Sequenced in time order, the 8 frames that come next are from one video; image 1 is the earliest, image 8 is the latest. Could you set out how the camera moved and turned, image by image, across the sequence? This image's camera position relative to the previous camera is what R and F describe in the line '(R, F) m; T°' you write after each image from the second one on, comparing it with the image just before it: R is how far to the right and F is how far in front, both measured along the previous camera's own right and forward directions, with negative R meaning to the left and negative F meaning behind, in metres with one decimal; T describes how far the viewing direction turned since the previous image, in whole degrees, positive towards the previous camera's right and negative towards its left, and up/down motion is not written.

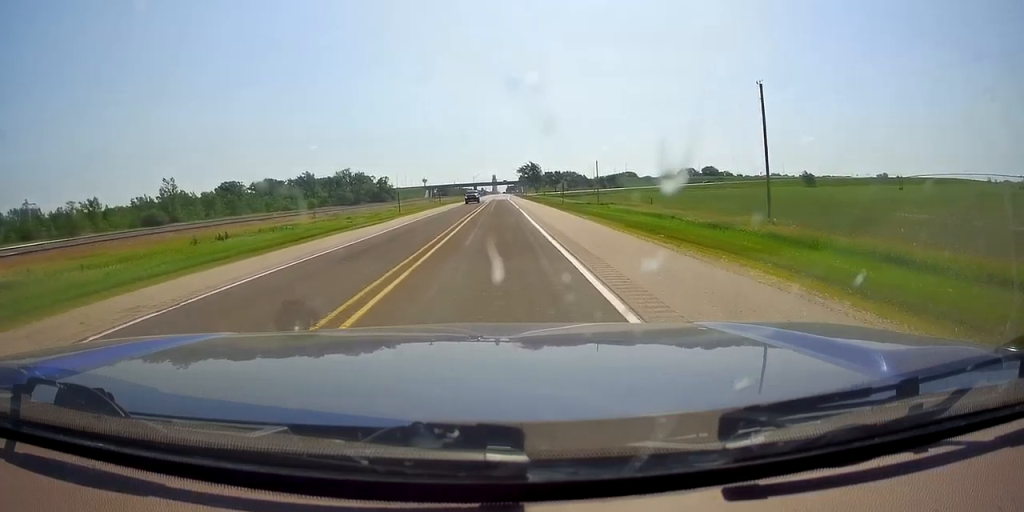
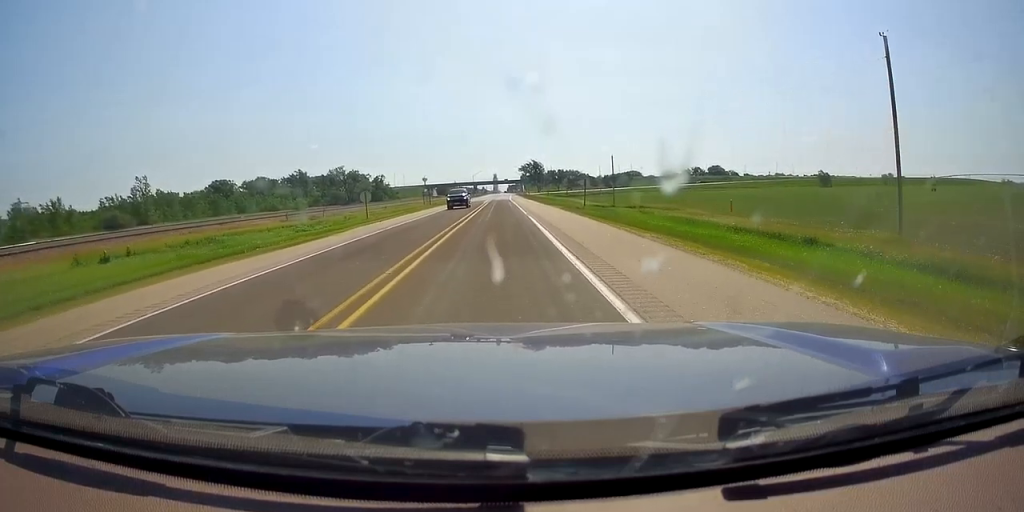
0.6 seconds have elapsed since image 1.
(+0.3, +15.4) m; 0°
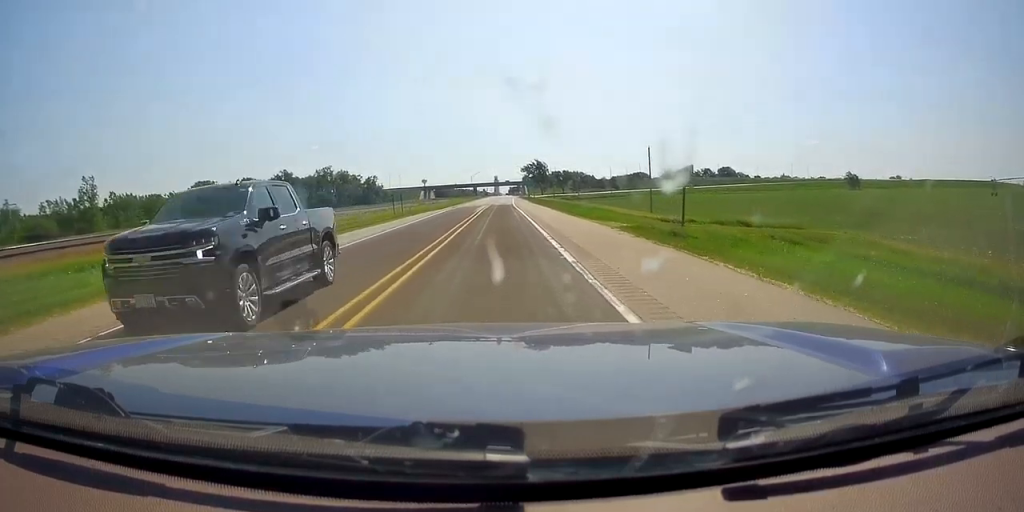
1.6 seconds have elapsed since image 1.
(-0.1, +24.6) m; 0°
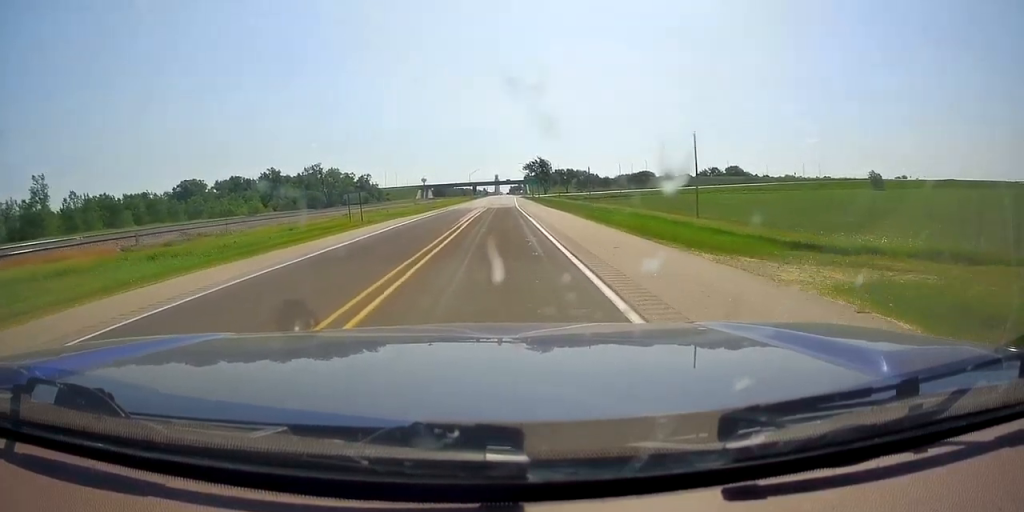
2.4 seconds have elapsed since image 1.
(0.0, +18.2) m; 0°
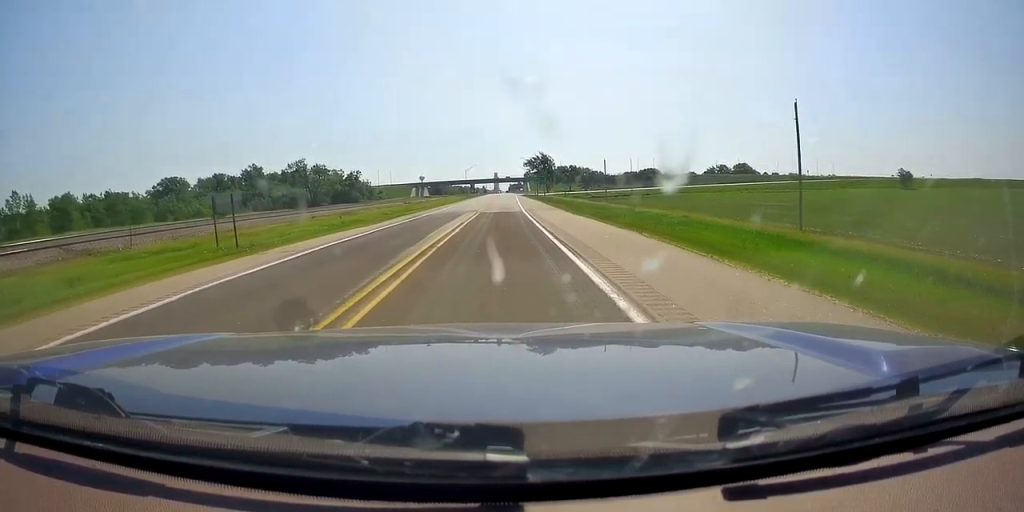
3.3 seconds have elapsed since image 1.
(+0.3, +21.5) m; 0°
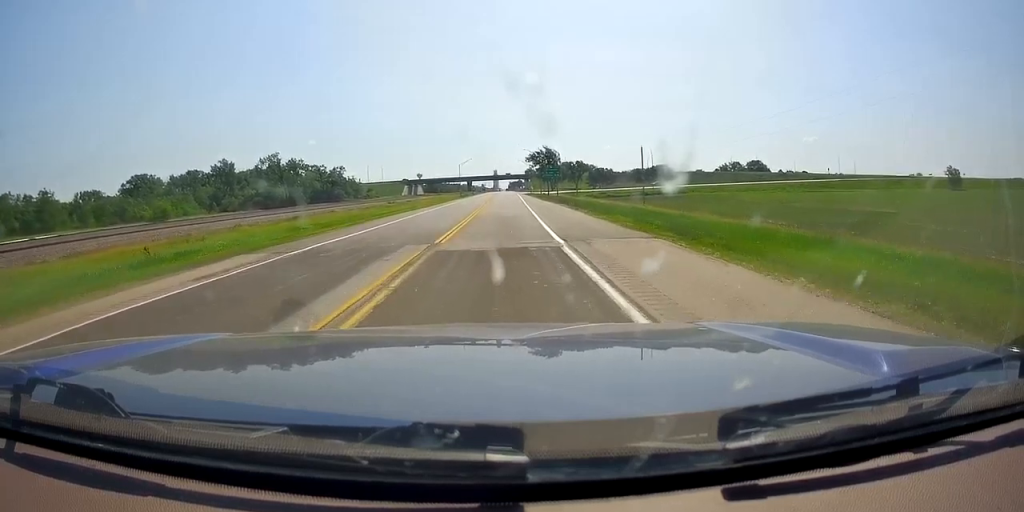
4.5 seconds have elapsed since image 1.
(-0.5, +30.3) m; -1°
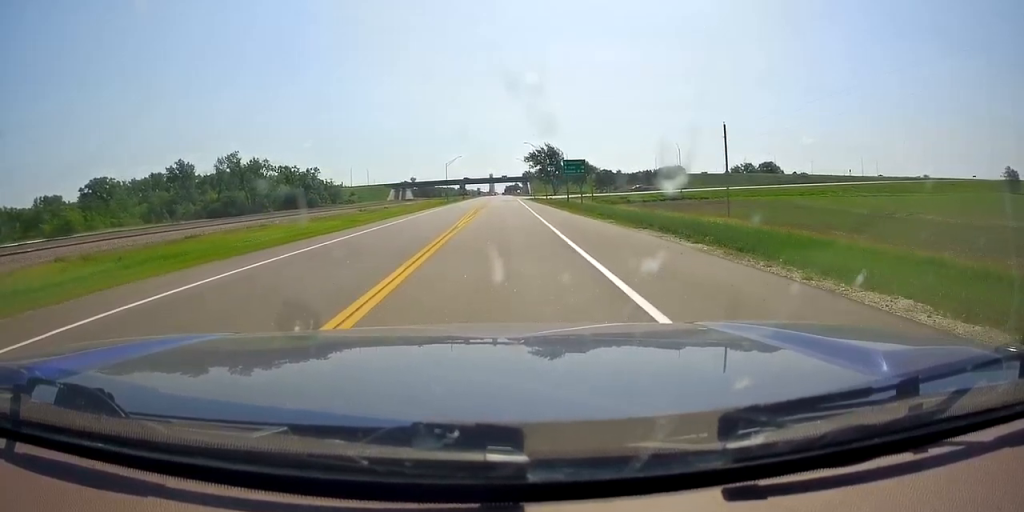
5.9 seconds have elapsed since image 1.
(0.0, +33.2) m; 0°
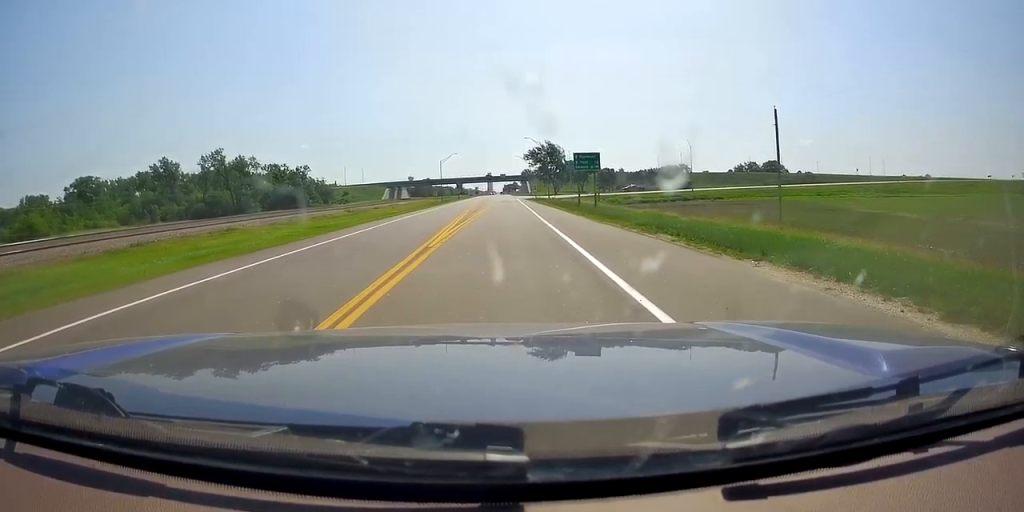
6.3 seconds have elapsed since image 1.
(0.0, +10.4) m; 0°
